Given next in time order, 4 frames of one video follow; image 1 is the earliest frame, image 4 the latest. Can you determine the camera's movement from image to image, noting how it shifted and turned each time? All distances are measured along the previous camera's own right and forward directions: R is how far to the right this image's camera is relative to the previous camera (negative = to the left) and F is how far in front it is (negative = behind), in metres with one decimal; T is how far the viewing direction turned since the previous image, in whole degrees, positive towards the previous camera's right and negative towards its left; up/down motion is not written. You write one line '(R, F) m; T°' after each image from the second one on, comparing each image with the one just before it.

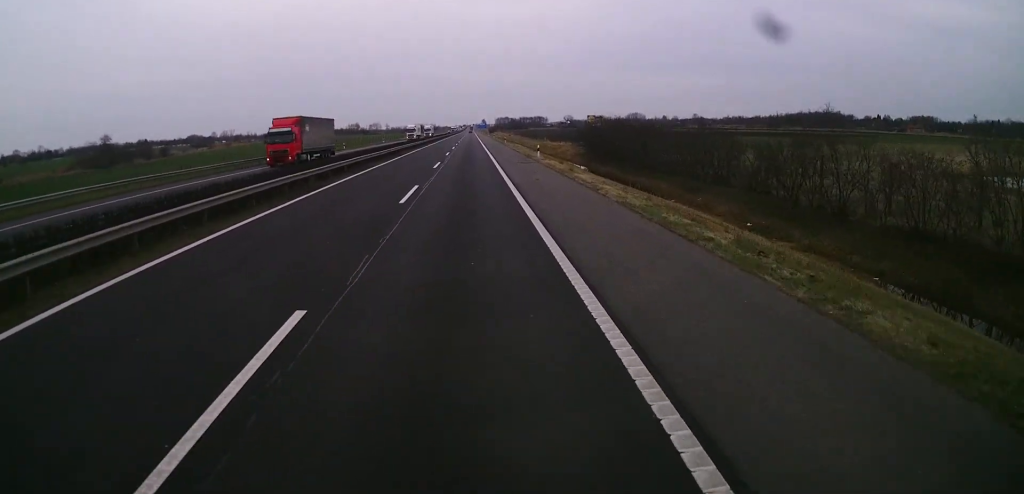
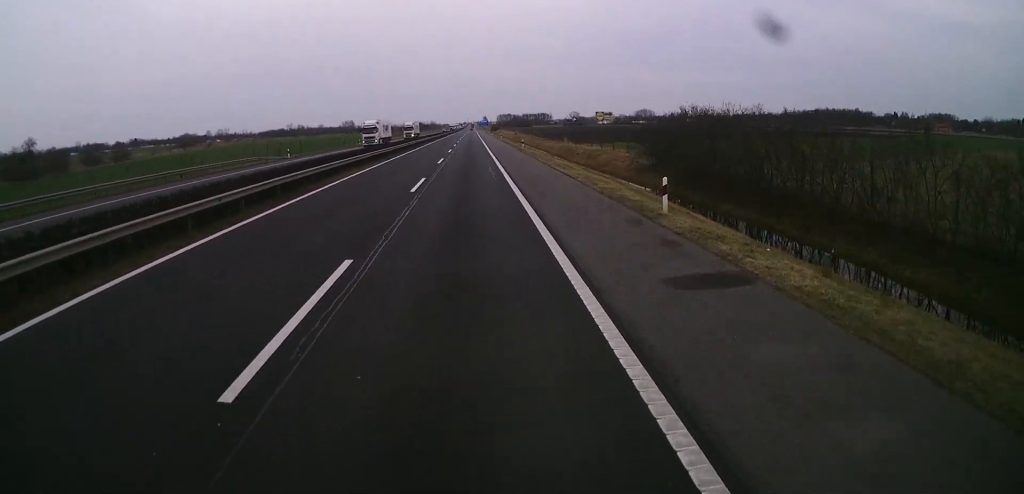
(-0.2, +33.0) m; 0°
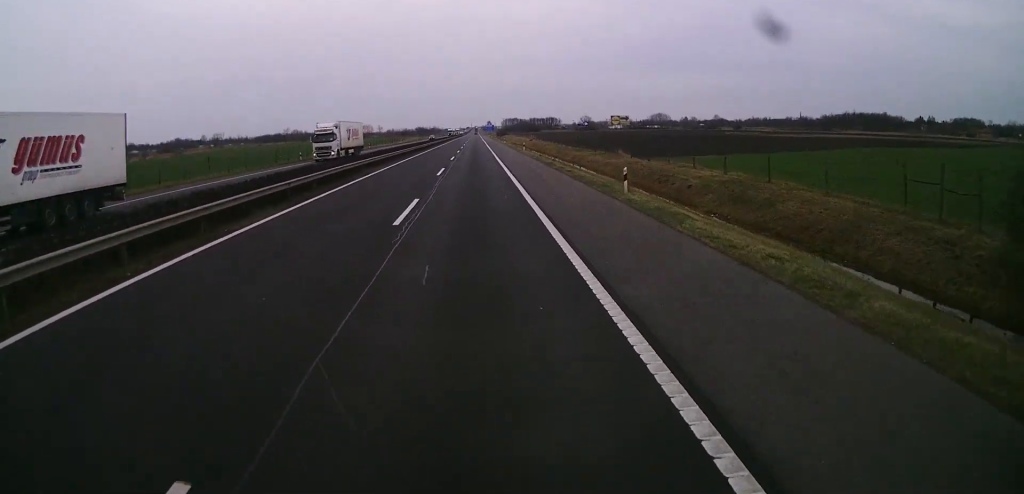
(0.0, +43.8) m; 0°
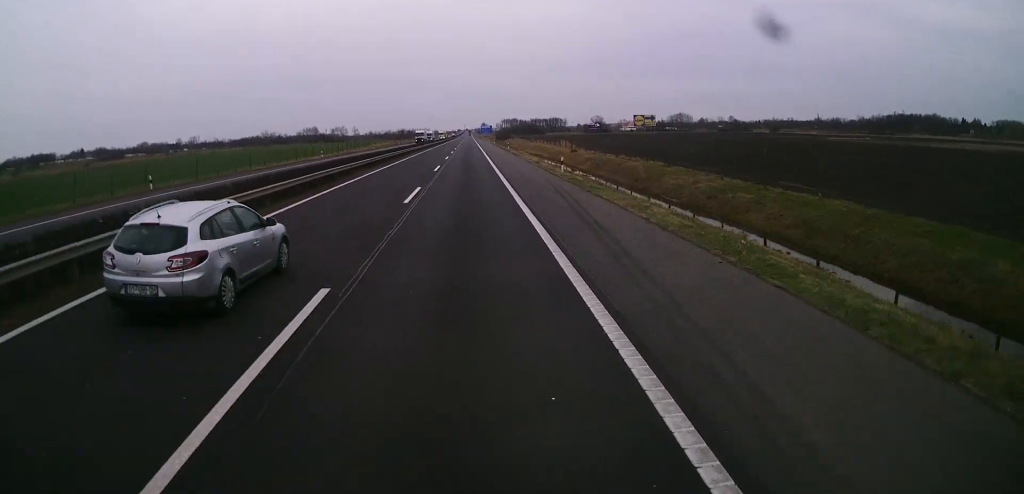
(+0.2, +85.8) m; 0°
